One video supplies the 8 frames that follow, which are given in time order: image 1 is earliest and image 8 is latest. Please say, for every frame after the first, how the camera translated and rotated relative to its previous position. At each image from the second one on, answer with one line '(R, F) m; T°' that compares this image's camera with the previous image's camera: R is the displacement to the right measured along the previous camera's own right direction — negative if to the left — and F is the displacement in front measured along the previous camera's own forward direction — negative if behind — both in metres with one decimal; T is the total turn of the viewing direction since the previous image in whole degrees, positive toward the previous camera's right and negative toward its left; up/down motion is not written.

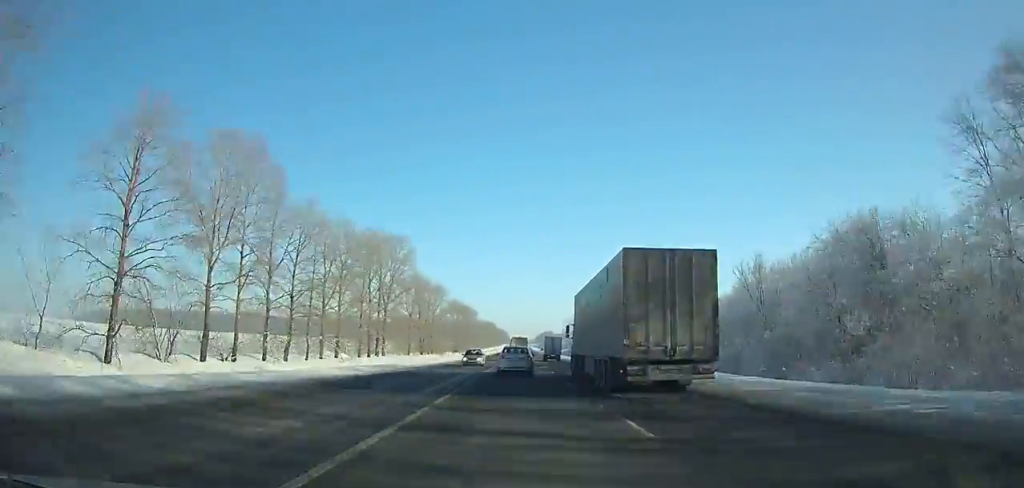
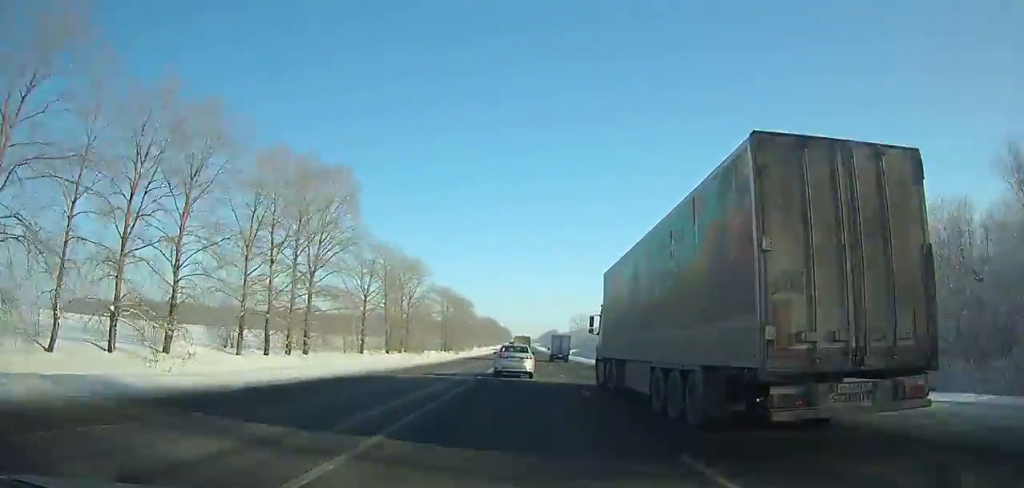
(0.0, +40.7) m; 0°
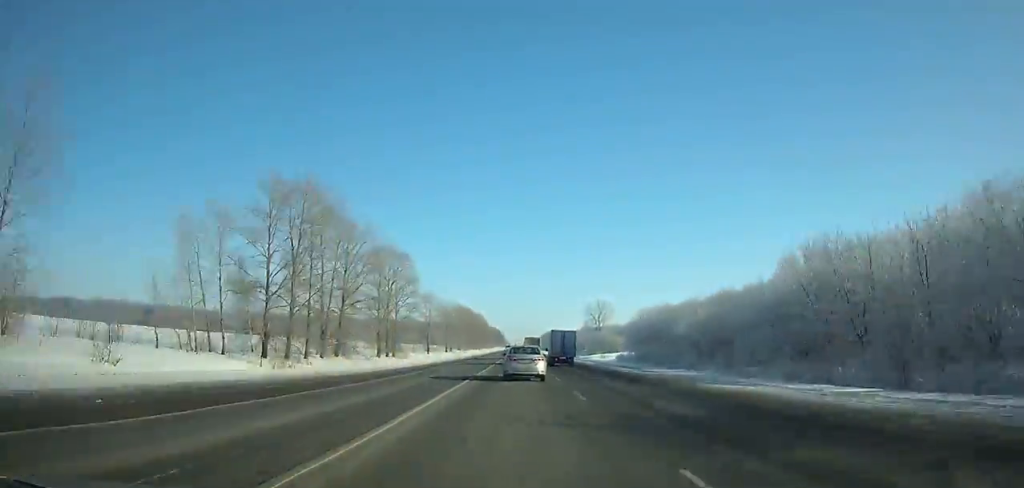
(+0.4, +124.9) m; 0°
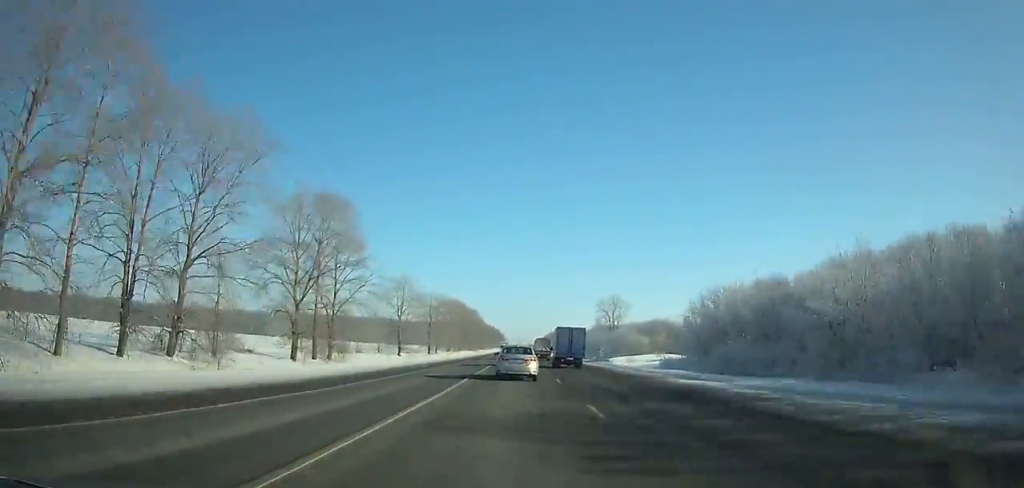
(-0.1, +41.4) m; 0°
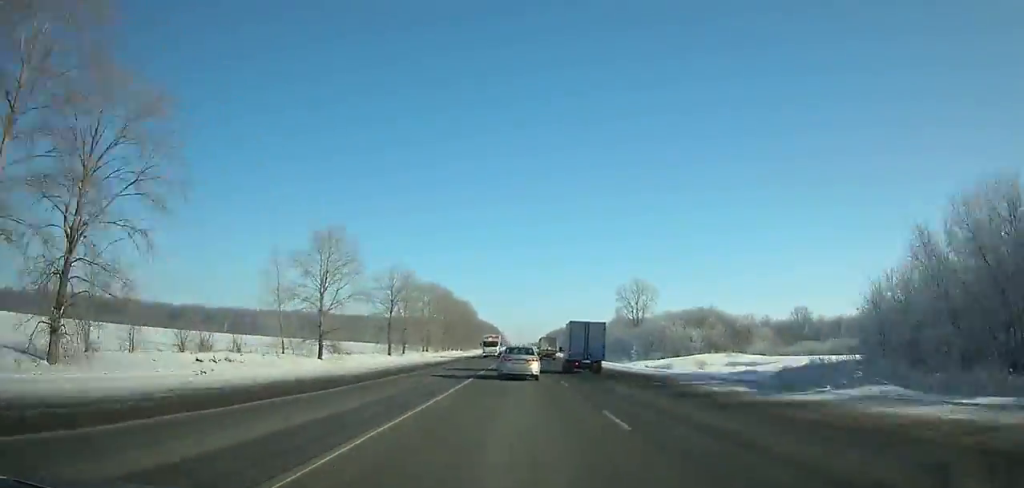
(0.0, +50.0) m; 0°
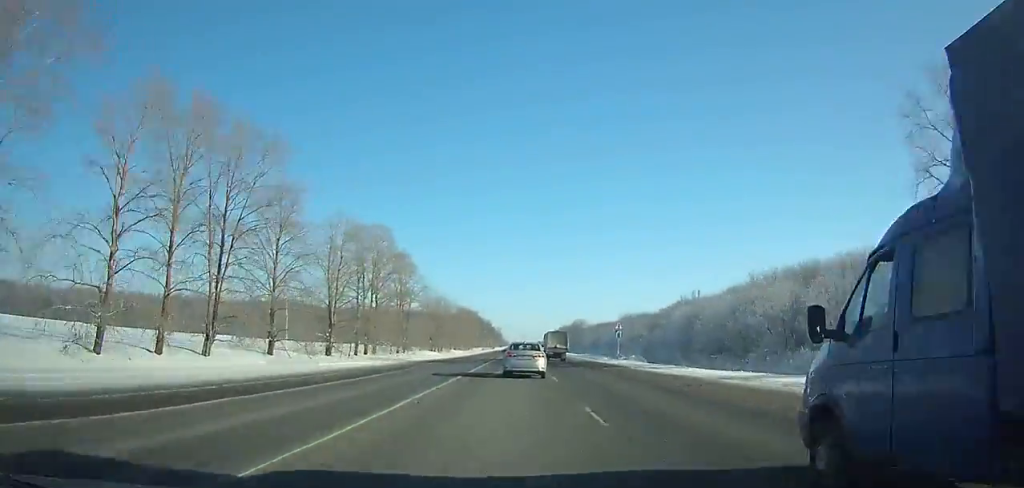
(-0.4, +151.3) m; 0°
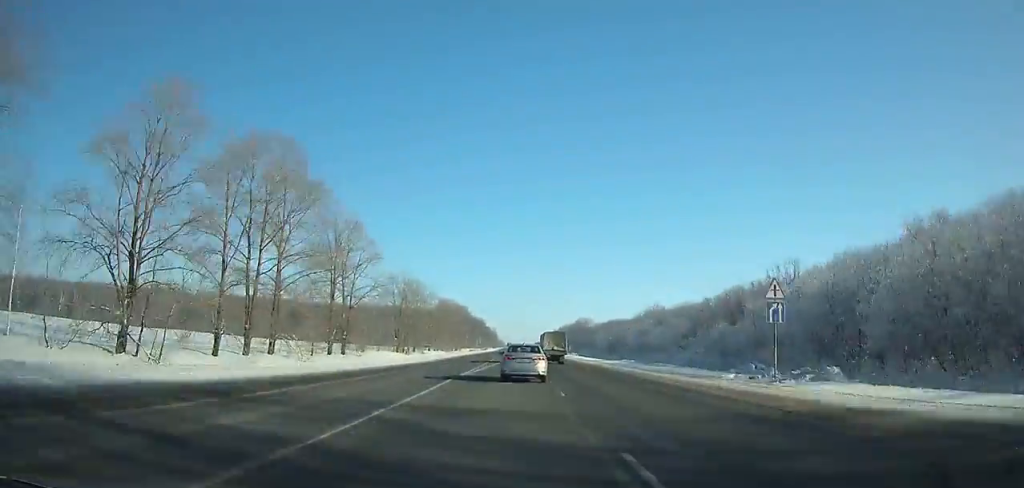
(+0.1, +38.3) m; 0°
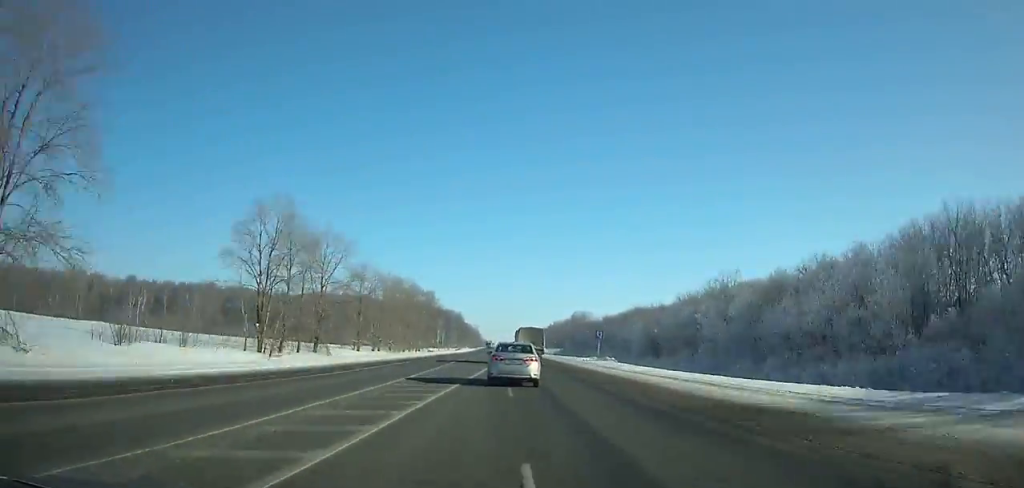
(+0.6, +59.0) m; 0°
